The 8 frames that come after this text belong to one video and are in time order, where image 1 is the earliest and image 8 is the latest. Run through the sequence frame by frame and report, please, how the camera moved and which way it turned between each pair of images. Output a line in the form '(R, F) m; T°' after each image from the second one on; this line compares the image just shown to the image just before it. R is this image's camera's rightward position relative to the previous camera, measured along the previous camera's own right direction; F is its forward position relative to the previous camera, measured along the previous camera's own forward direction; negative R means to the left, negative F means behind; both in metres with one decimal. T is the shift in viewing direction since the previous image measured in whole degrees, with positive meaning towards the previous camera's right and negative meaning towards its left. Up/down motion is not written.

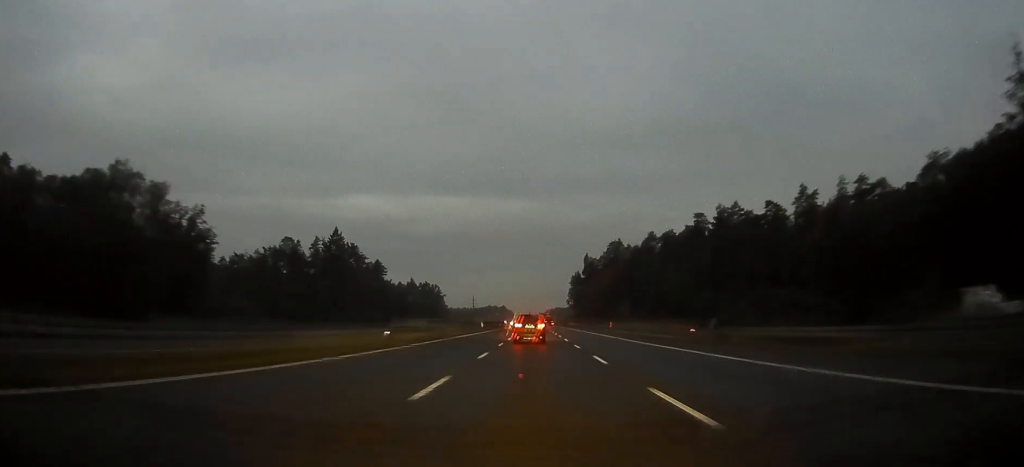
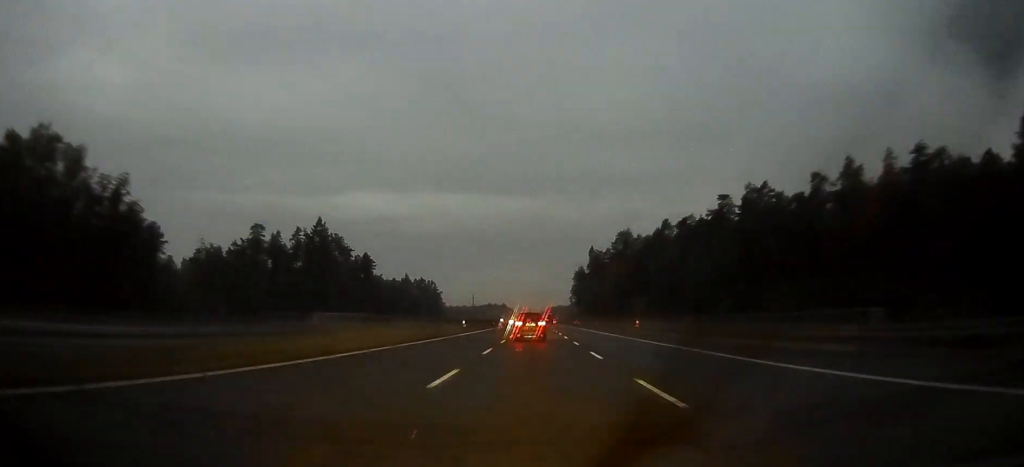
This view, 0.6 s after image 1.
(0.0, +22.3) m; 0°
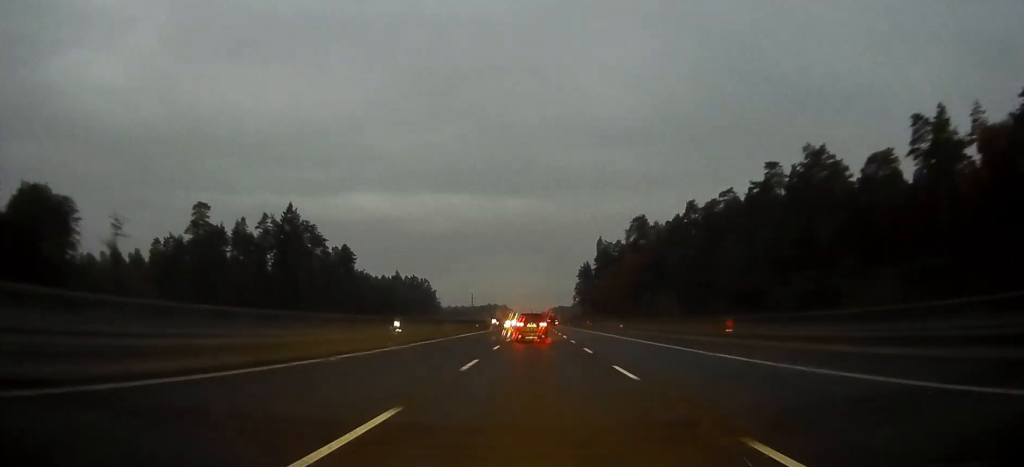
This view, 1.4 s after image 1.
(-0.1, +31.4) m; 0°
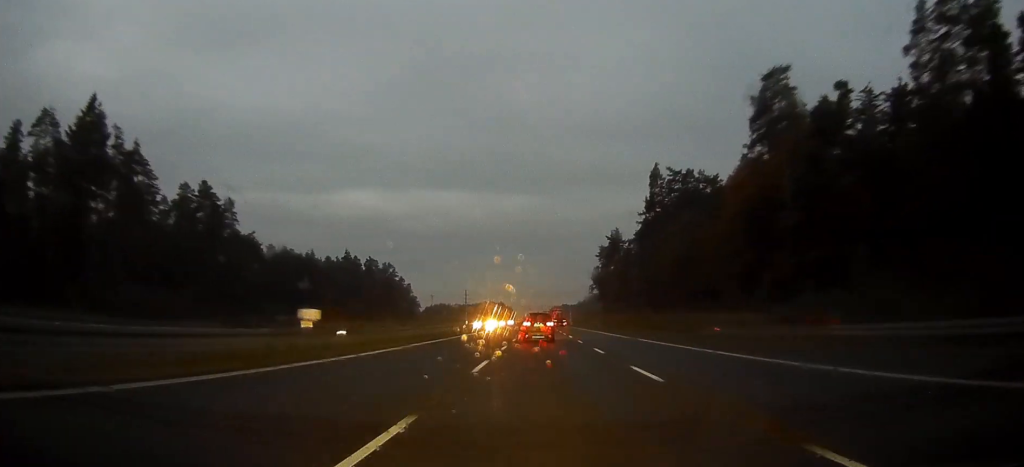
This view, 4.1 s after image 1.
(-0.2, +107.7) m; 0°
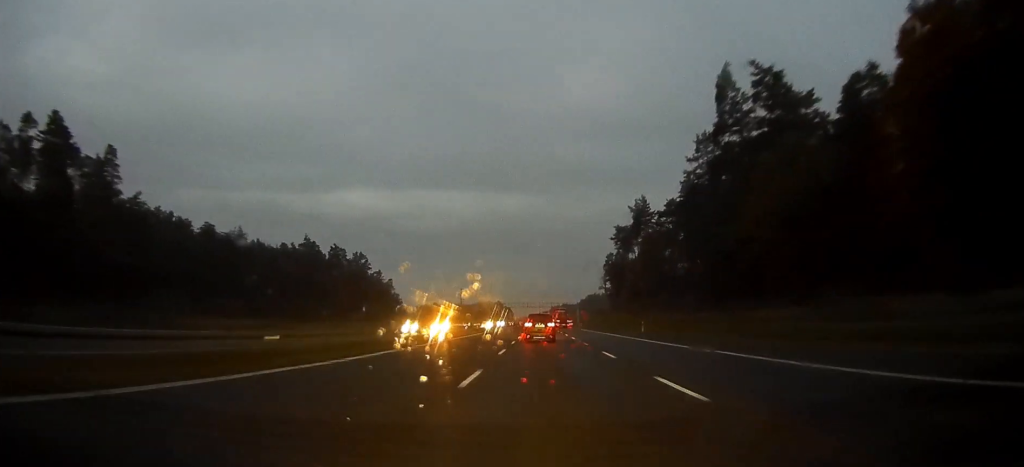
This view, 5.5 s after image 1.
(+0.2, +51.3) m; 0°
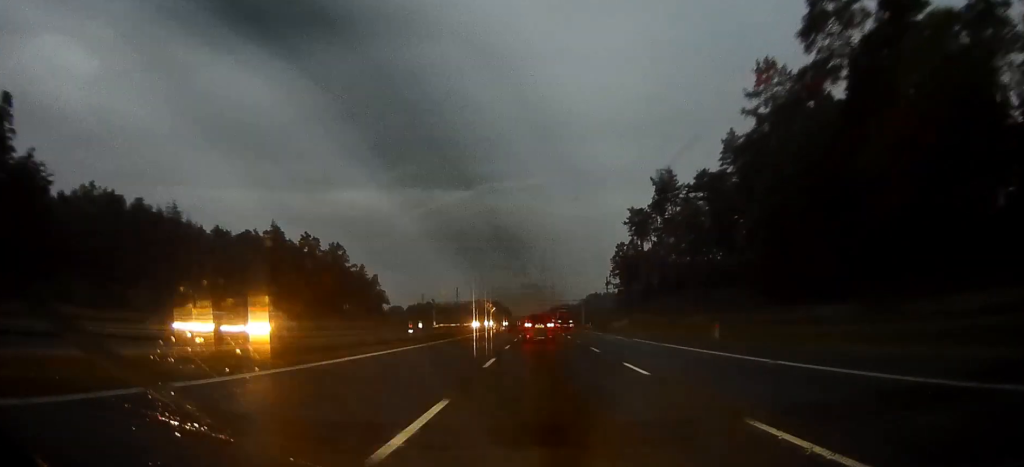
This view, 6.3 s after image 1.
(-0.1, +30.7) m; 0°
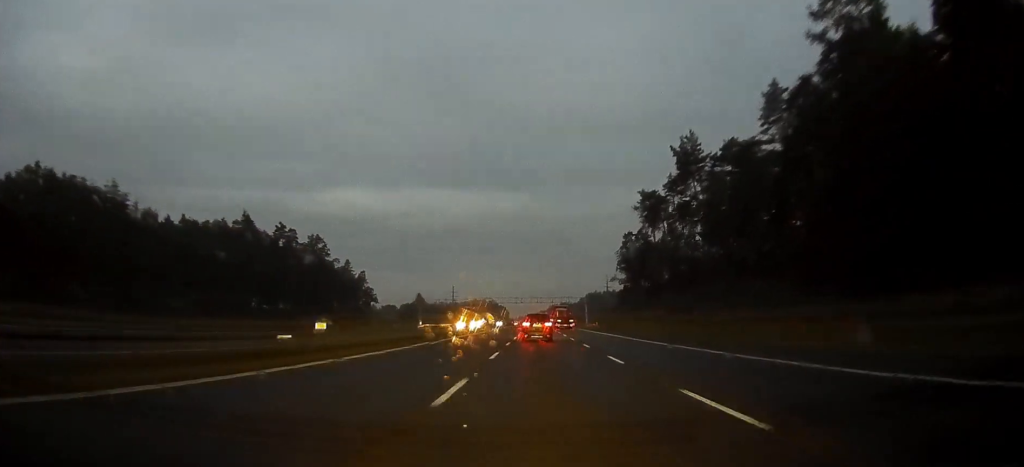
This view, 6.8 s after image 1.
(0.0, +20.4) m; 0°
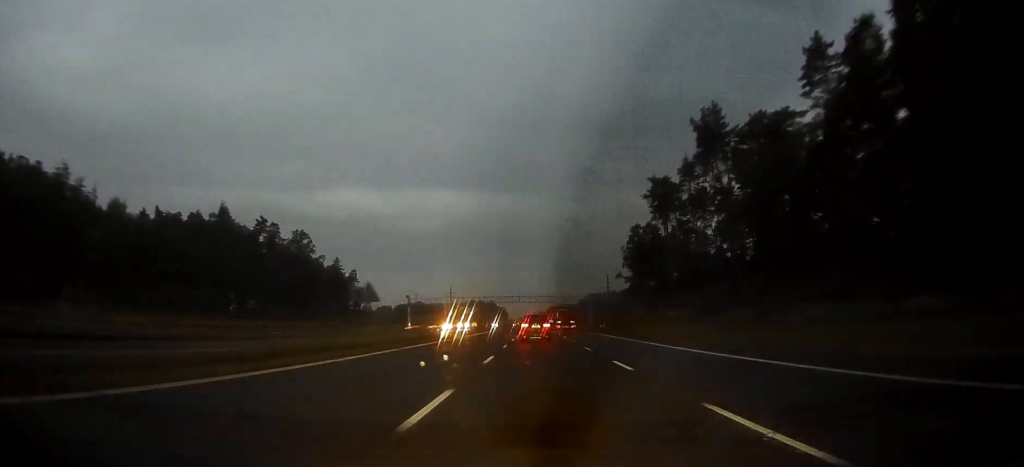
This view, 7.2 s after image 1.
(0.0, +15.4) m; 0°
